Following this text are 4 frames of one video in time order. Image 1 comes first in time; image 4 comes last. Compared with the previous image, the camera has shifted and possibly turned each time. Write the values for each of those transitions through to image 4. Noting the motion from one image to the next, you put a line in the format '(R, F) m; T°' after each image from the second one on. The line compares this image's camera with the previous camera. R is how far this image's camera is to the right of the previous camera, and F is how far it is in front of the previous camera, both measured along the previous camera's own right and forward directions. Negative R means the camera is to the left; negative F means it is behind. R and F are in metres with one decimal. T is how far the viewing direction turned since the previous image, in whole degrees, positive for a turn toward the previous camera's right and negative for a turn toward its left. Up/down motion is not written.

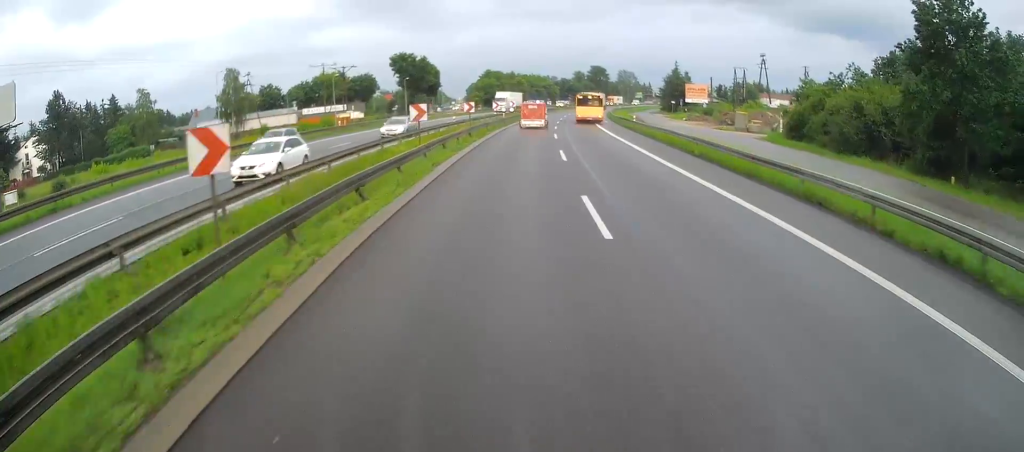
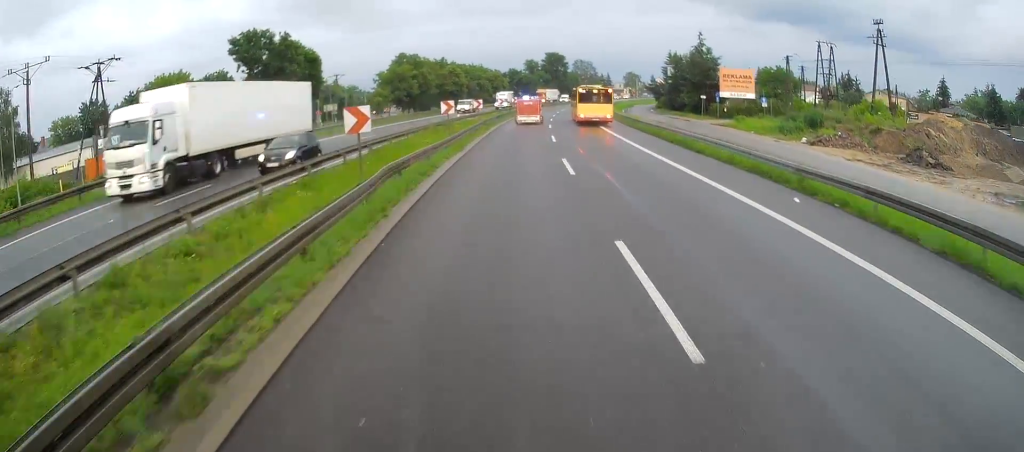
(+2.1, +54.9) m; +5°
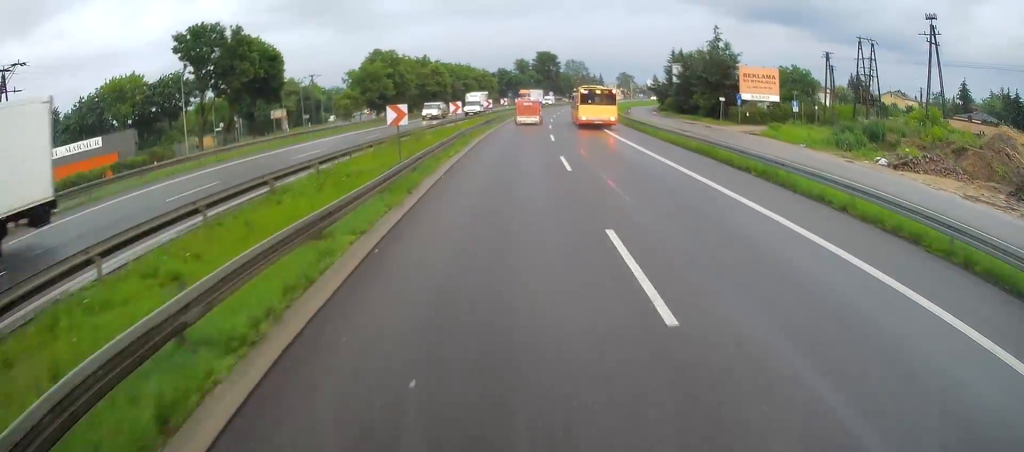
(+0.2, +11.5) m; +1°
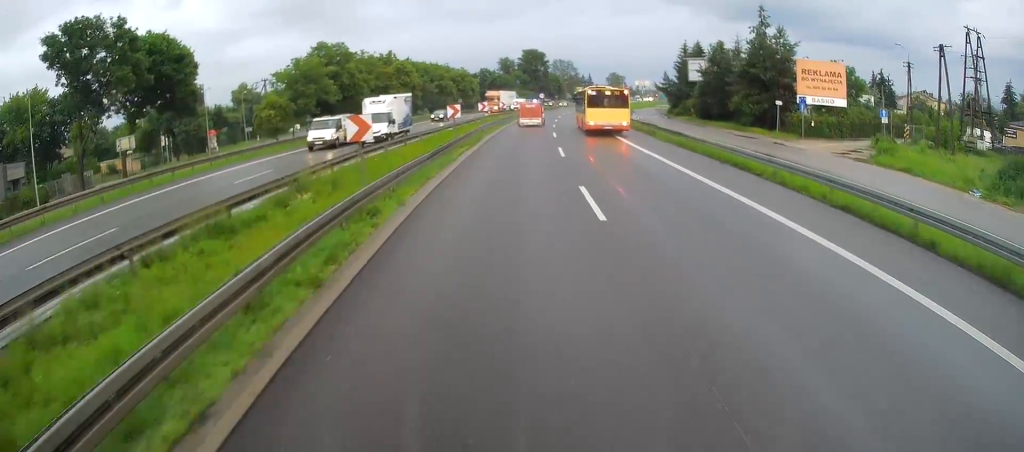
(+0.1, +19.6) m; +1°
